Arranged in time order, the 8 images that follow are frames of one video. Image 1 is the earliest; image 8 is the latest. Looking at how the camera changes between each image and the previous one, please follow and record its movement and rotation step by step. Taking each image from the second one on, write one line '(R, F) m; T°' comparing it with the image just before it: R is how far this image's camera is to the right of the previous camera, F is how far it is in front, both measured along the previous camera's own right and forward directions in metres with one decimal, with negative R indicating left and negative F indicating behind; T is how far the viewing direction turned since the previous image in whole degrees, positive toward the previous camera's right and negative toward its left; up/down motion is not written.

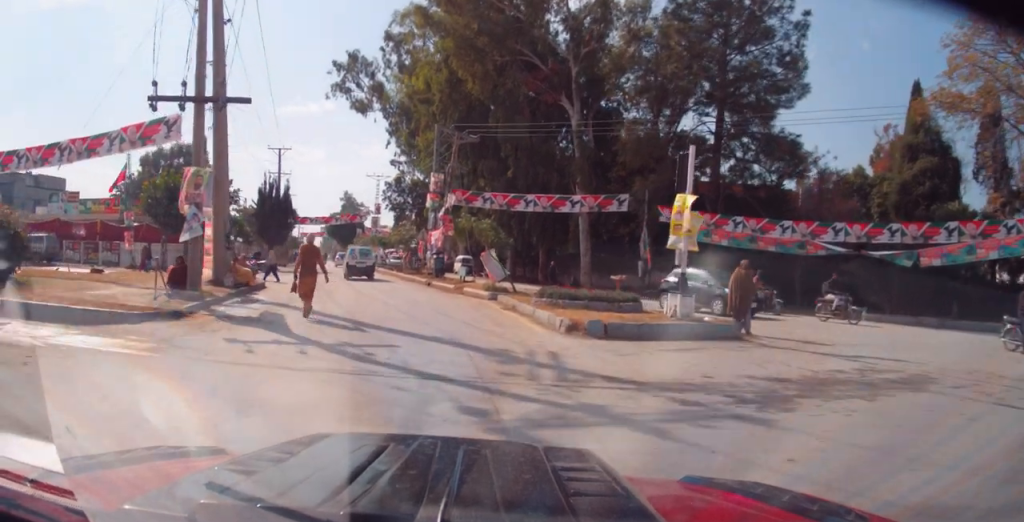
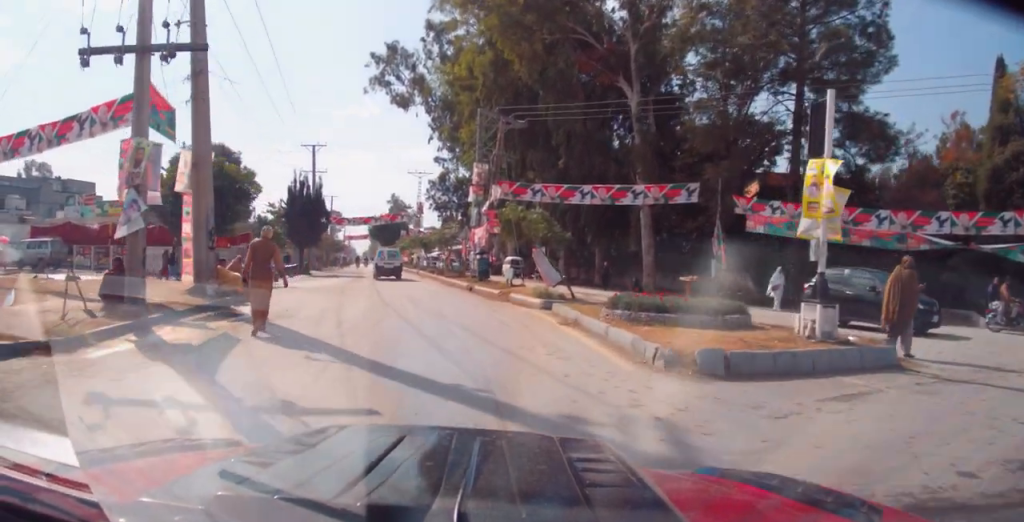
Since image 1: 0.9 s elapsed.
(-0.4, +4.2) m; -2°
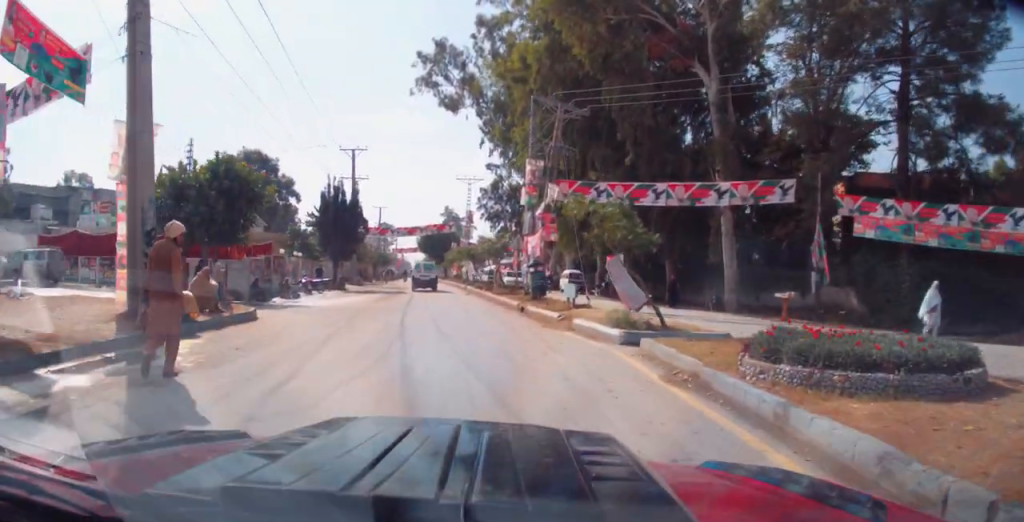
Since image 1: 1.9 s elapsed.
(+0.1, +5.1) m; -3°
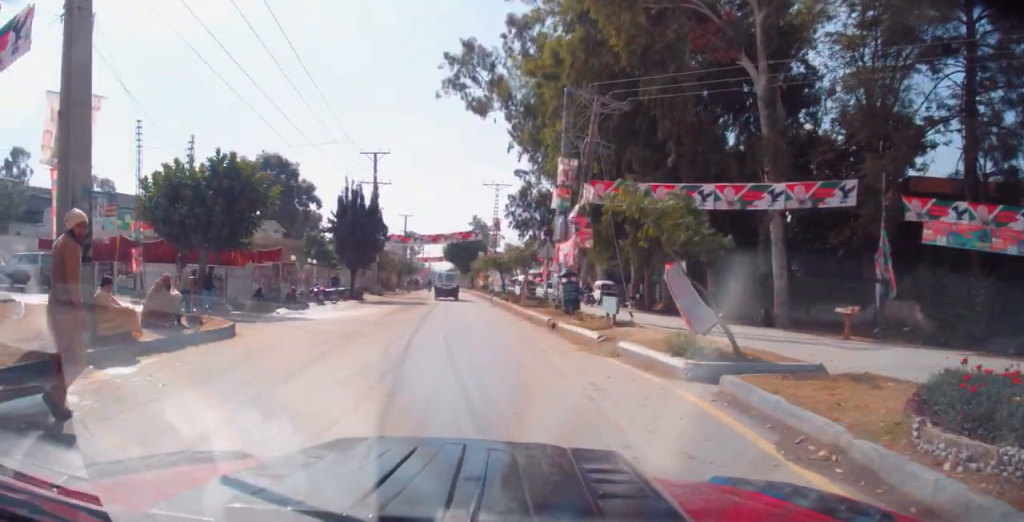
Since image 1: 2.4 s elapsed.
(-0.1, +2.7) m; -2°
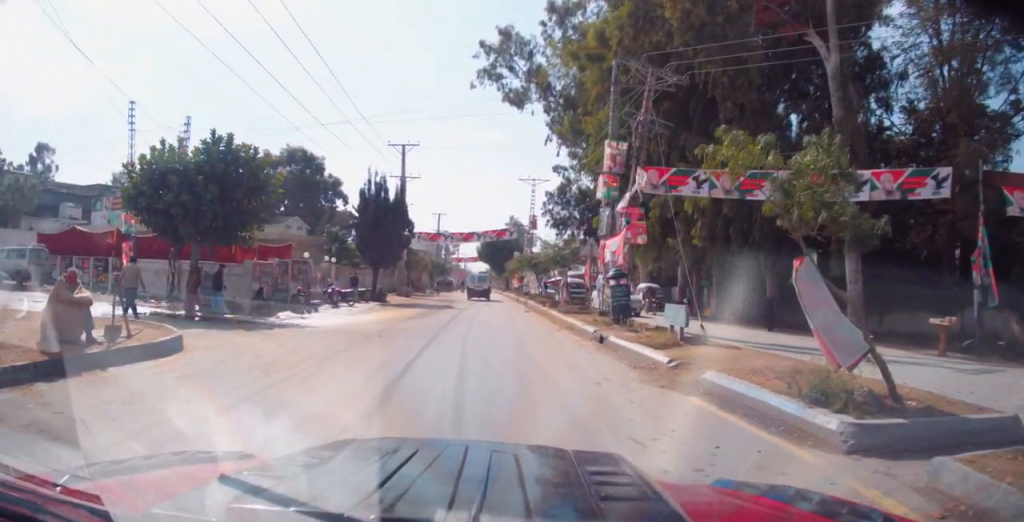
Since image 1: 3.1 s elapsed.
(-0.3, +3.6) m; -5°
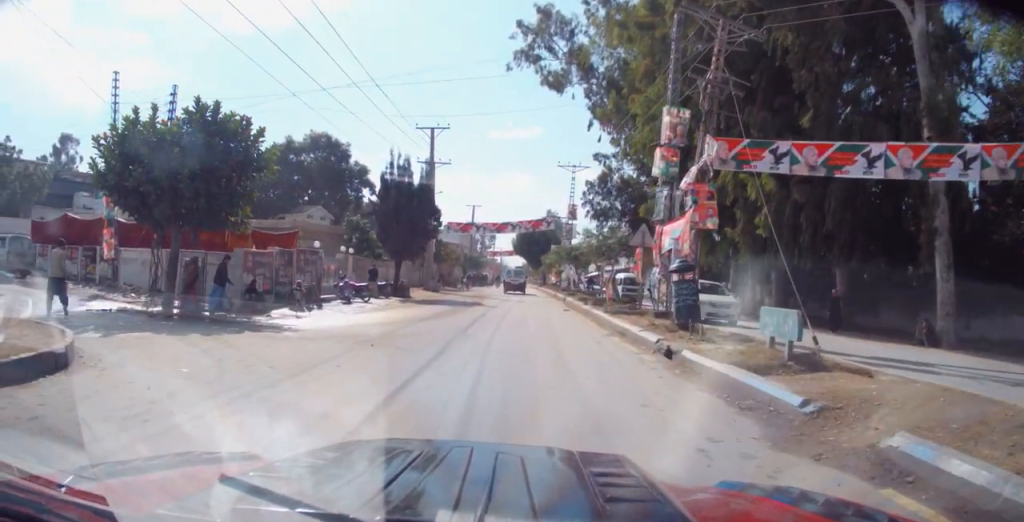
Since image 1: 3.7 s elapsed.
(0.0, +3.6) m; +2°
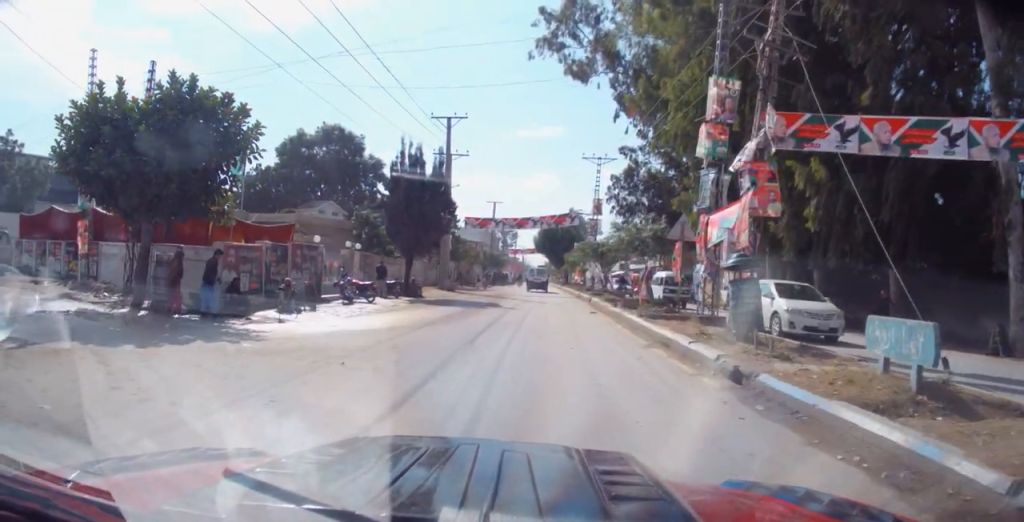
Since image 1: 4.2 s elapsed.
(0.0, +2.6) m; +1°
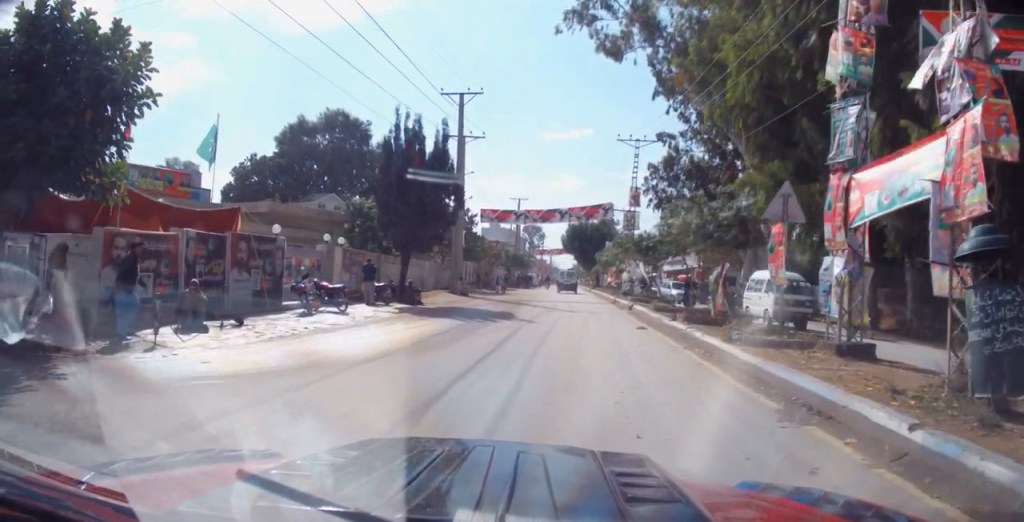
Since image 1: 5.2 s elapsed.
(+0.2, +6.7) m; -4°
